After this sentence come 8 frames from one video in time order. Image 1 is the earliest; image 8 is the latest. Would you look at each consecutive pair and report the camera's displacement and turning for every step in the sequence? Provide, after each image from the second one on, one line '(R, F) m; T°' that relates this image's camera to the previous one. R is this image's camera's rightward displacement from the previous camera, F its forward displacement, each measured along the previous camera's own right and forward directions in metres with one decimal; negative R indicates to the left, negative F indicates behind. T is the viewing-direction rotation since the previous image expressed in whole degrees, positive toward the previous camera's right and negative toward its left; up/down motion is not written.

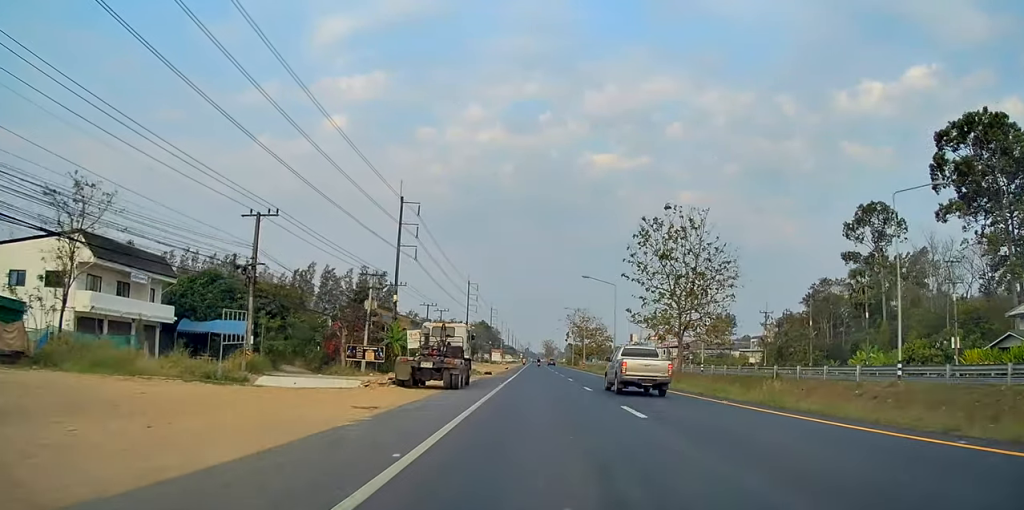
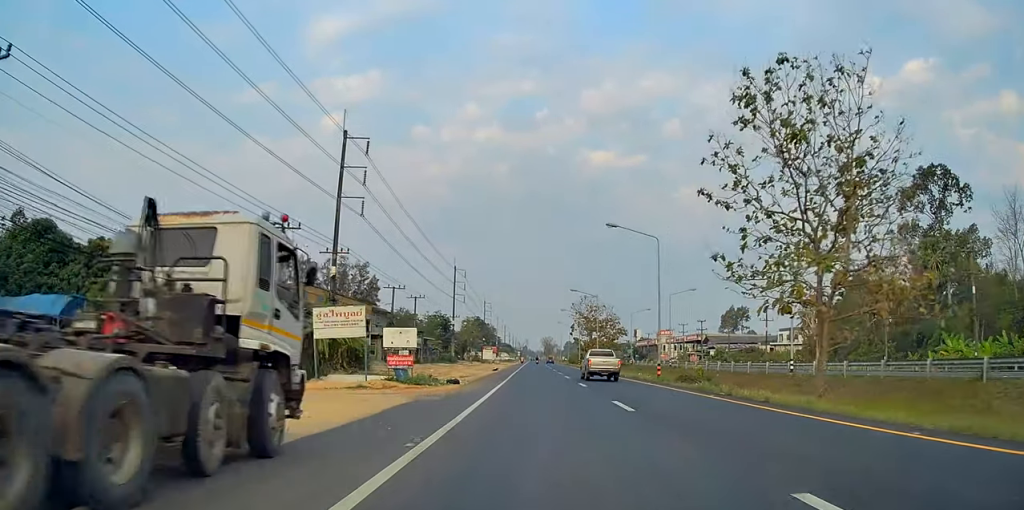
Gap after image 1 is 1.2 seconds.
(0.0, +22.8) m; 0°
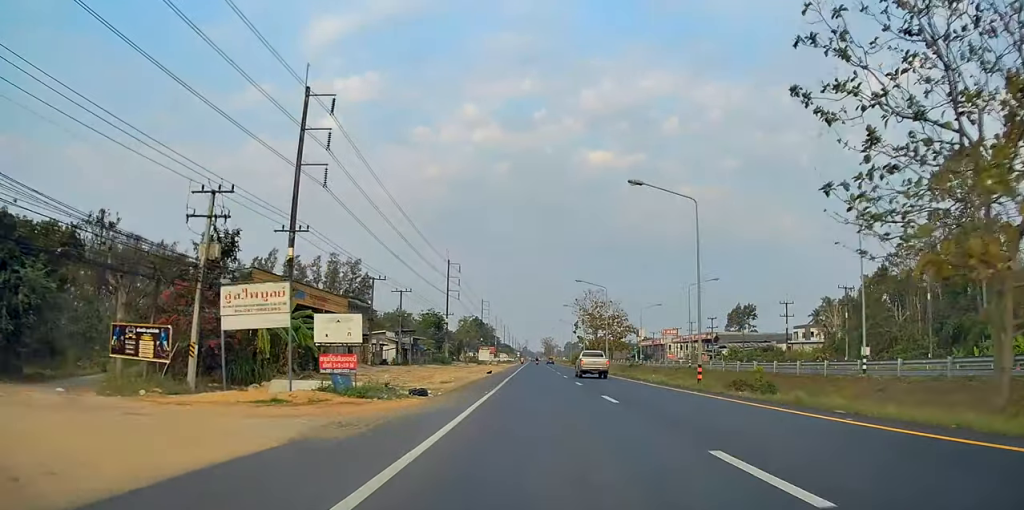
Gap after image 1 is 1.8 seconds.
(0.0, +9.9) m; 0°
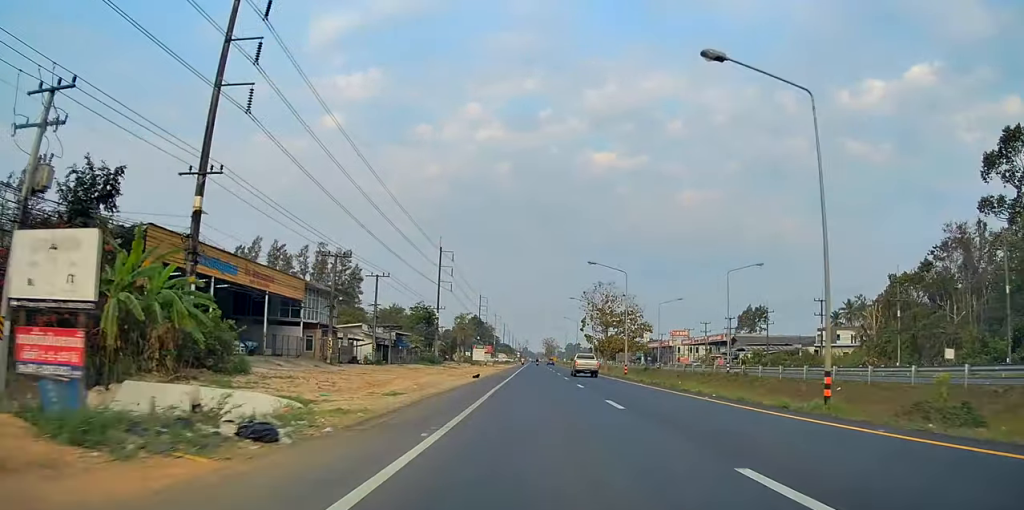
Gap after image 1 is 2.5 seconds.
(-0.1, +12.9) m; 0°
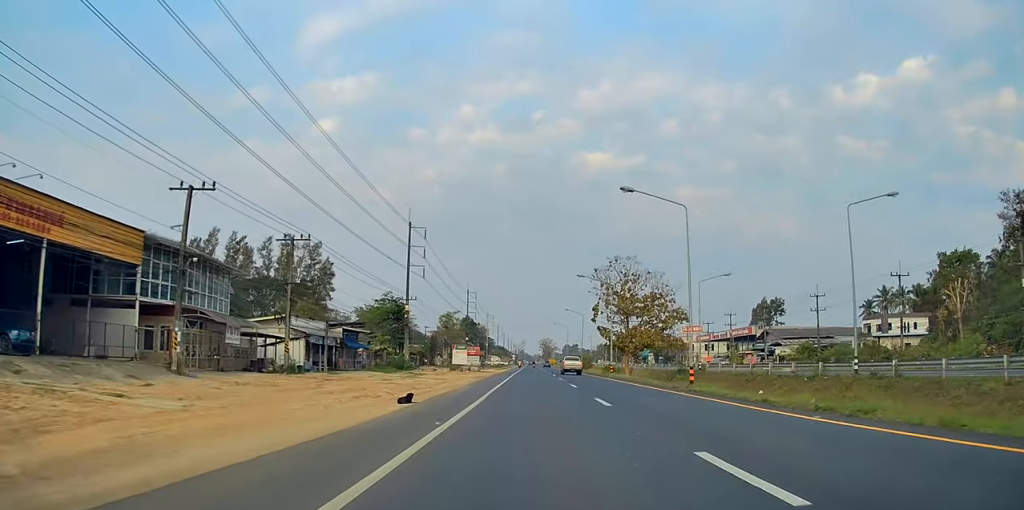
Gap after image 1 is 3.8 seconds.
(+0.1, +23.3) m; +1°
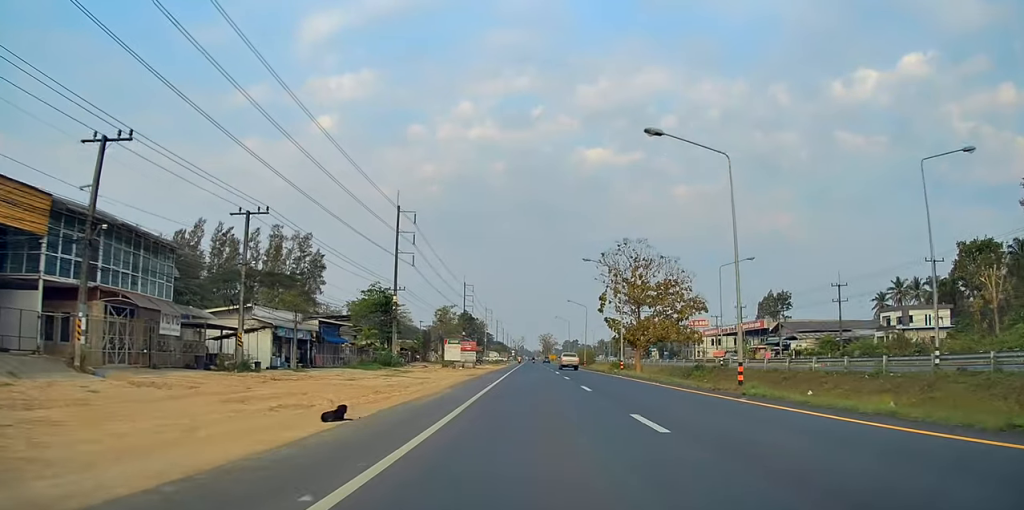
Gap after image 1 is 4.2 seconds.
(0.0, +7.4) m; 0°
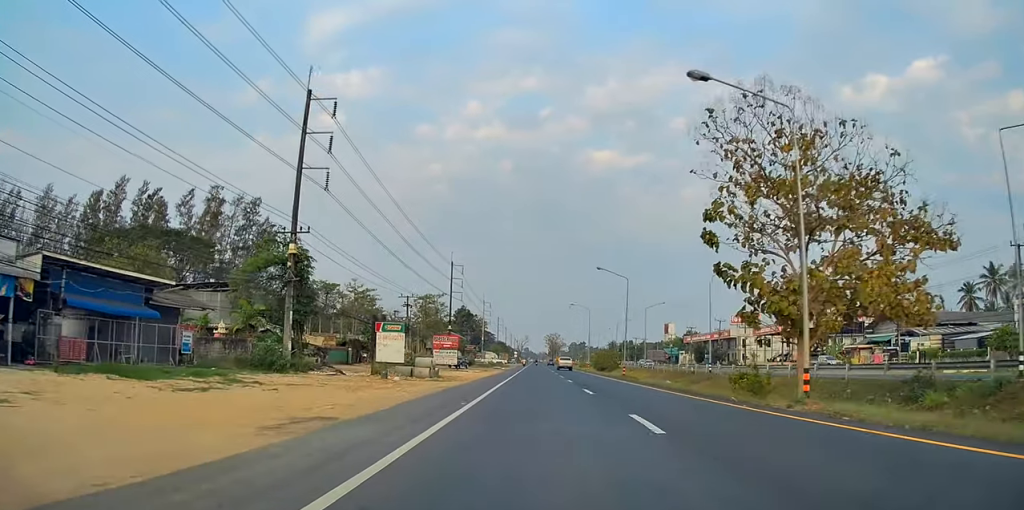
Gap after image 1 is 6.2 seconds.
(-0.2, +36.2) m; -1°
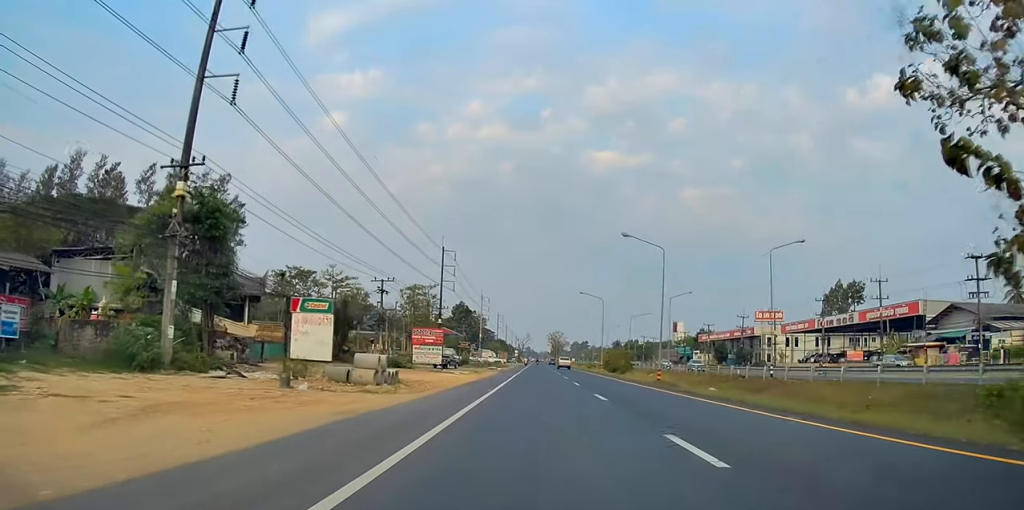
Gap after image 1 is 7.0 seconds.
(-0.1, +14.9) m; 0°
